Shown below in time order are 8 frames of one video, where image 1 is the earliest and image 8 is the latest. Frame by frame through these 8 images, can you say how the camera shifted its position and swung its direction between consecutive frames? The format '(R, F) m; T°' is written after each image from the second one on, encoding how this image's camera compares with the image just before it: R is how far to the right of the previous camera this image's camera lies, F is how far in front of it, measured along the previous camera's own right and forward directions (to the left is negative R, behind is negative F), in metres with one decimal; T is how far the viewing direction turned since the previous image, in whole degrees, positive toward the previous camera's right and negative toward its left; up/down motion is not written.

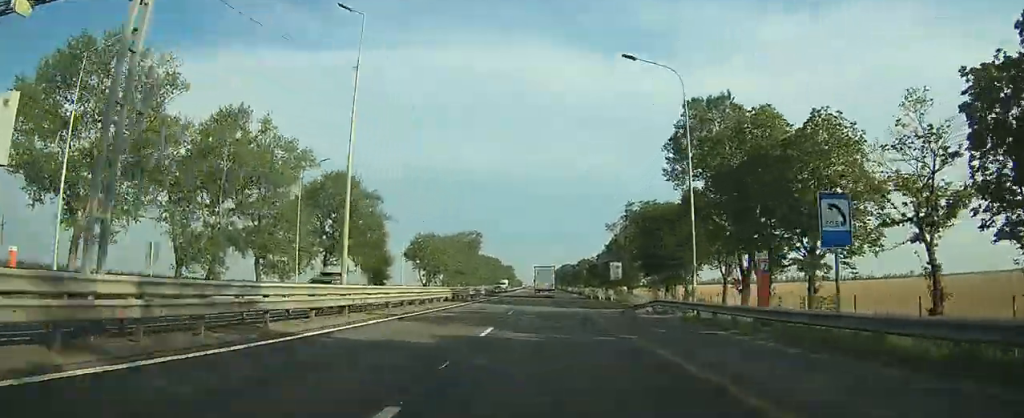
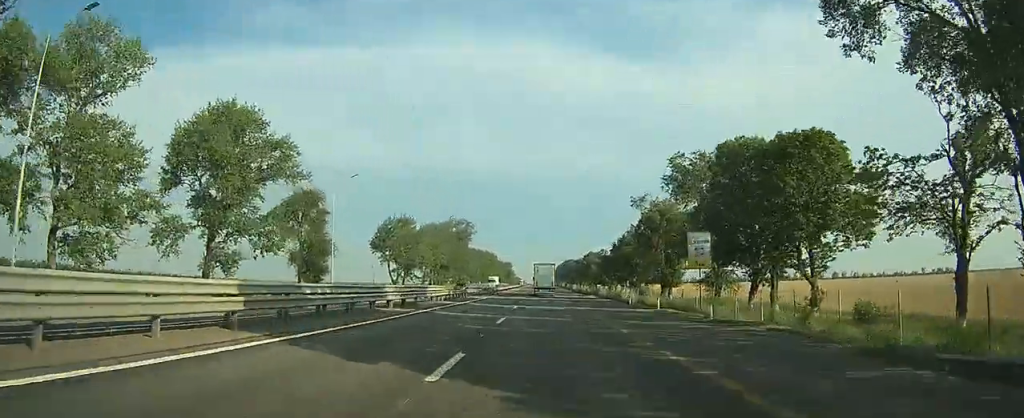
(0.0, +31.8) m; 0°
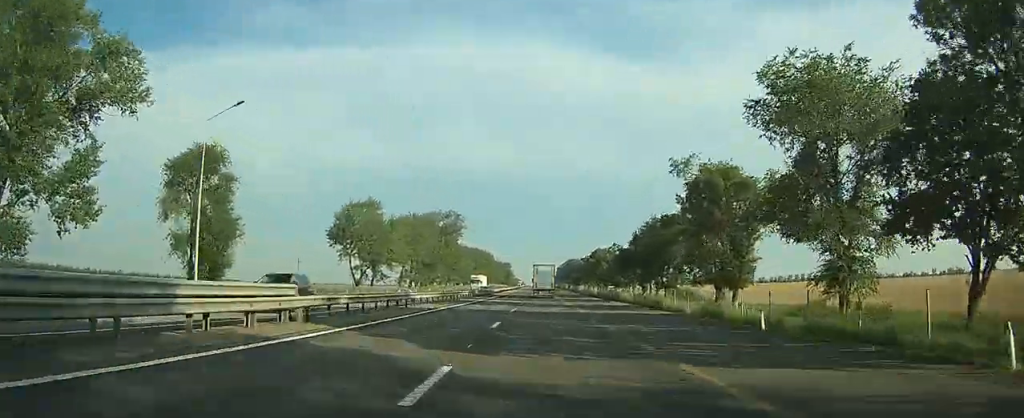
(0.0, +26.2) m; 0°
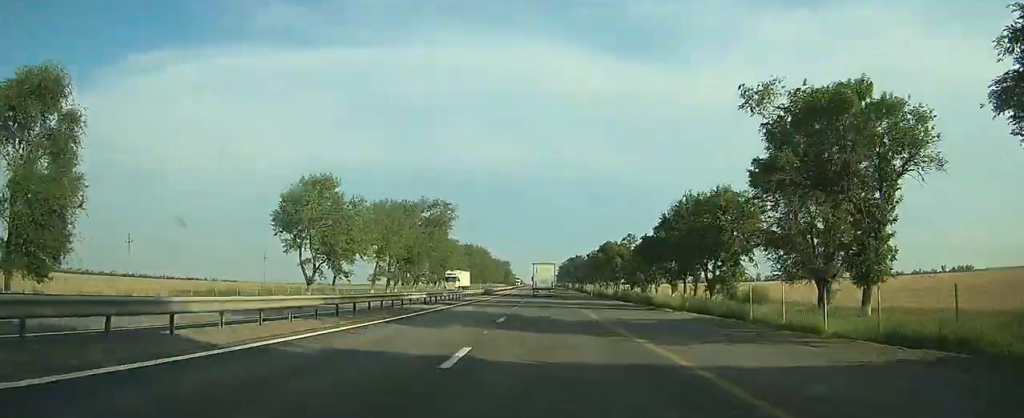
(0.0, +21.9) m; 0°
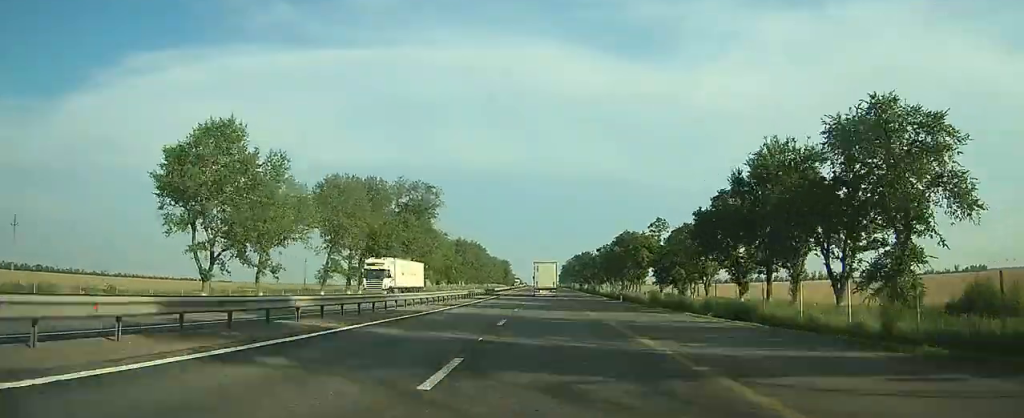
(0.0, +26.8) m; 0°
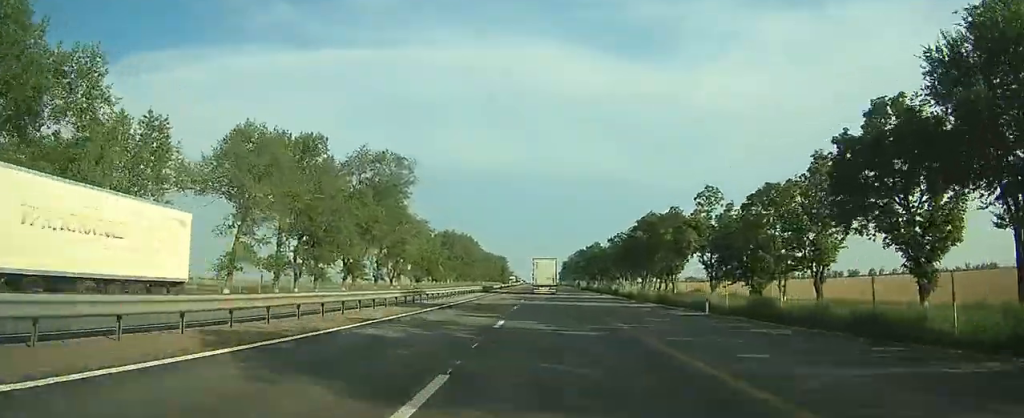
(0.0, +27.0) m; 0°
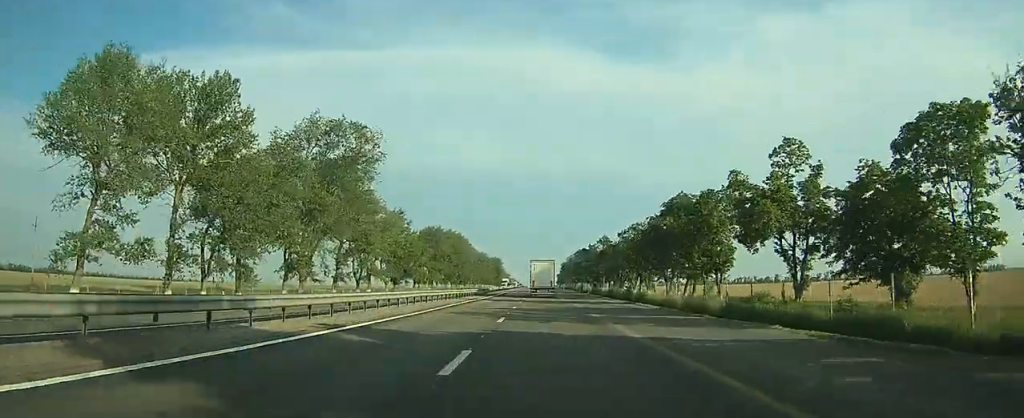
(0.0, +21.5) m; 0°
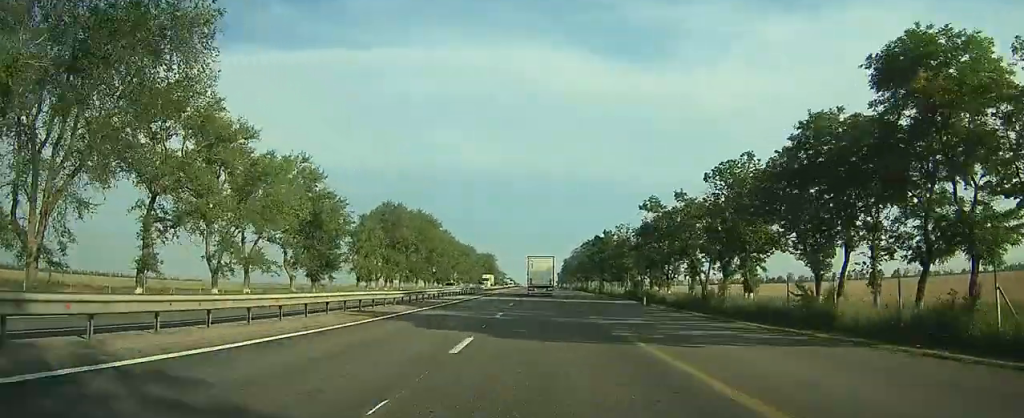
(0.0, +46.6) m; 0°
